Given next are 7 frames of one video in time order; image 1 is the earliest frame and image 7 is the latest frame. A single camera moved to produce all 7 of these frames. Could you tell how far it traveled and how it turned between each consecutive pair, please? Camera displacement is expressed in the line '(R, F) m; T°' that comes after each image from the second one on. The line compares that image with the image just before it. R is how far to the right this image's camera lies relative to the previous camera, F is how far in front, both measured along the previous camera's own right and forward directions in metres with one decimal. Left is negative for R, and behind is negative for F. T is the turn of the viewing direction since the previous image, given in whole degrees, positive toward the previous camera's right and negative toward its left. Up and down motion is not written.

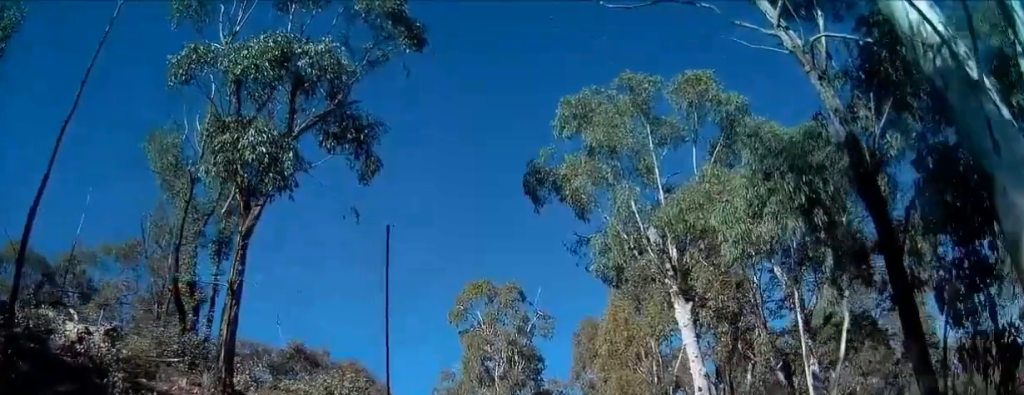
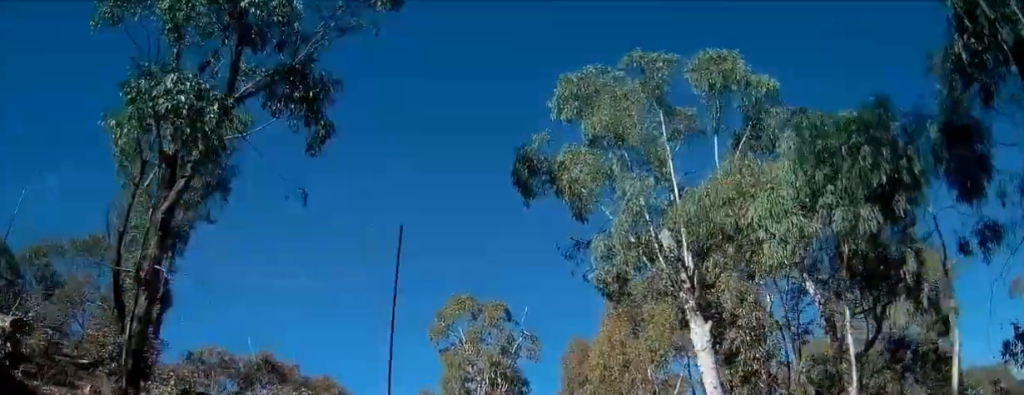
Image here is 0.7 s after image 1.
(+0.1, +2.4) m; 0°
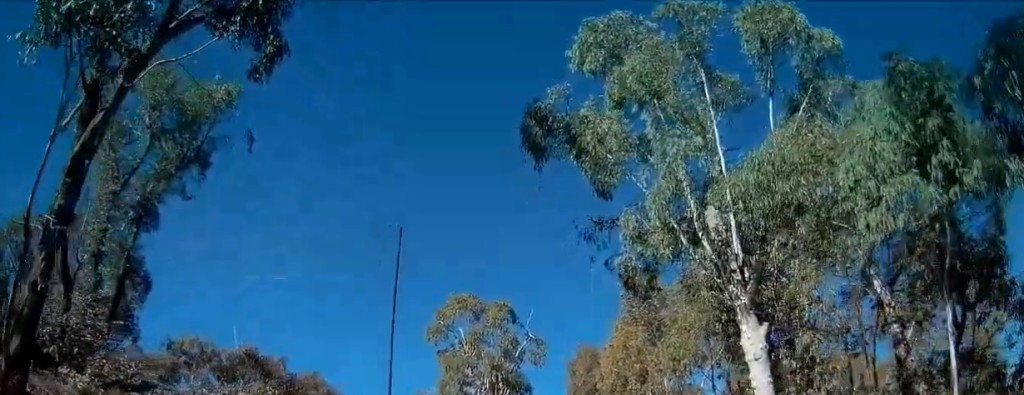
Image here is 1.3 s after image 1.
(-0.1, +2.4) m; -1°
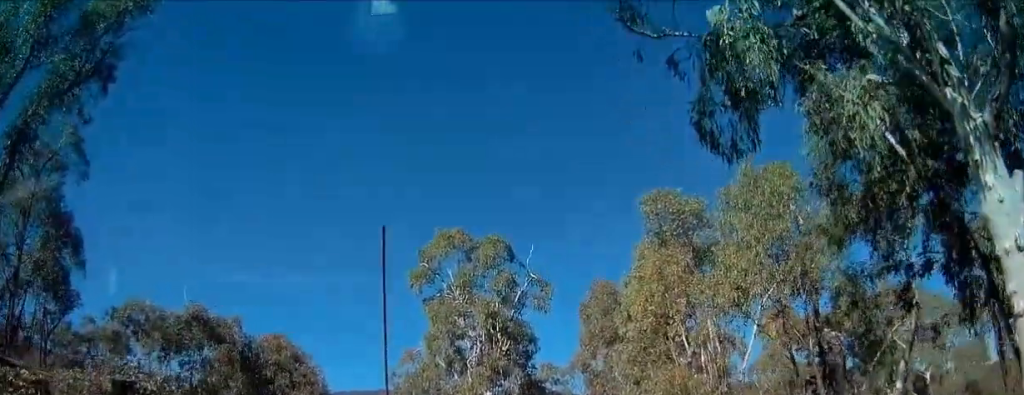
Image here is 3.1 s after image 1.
(0.0, +5.9) m; -1°
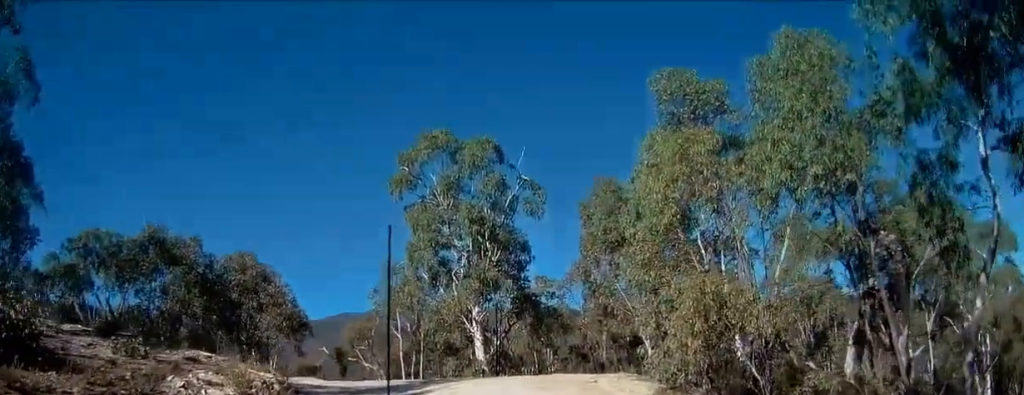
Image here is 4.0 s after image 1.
(0.0, +3.2) m; -1°
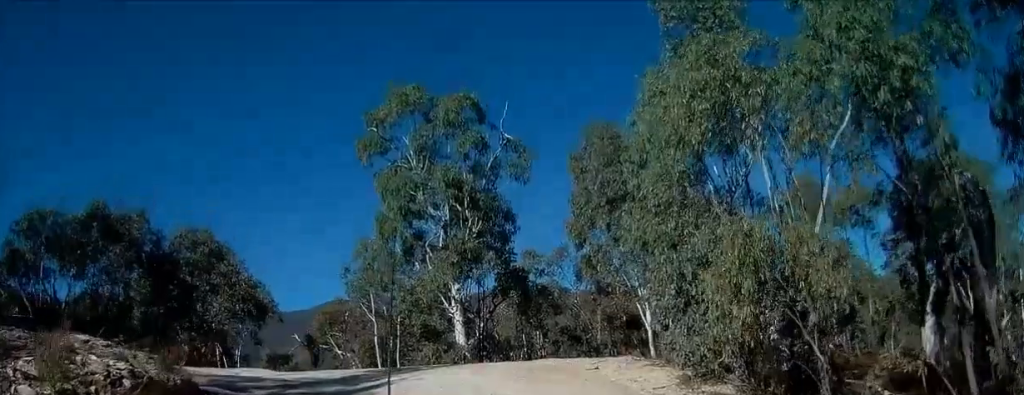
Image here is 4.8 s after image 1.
(0.0, +2.9) m; -3°
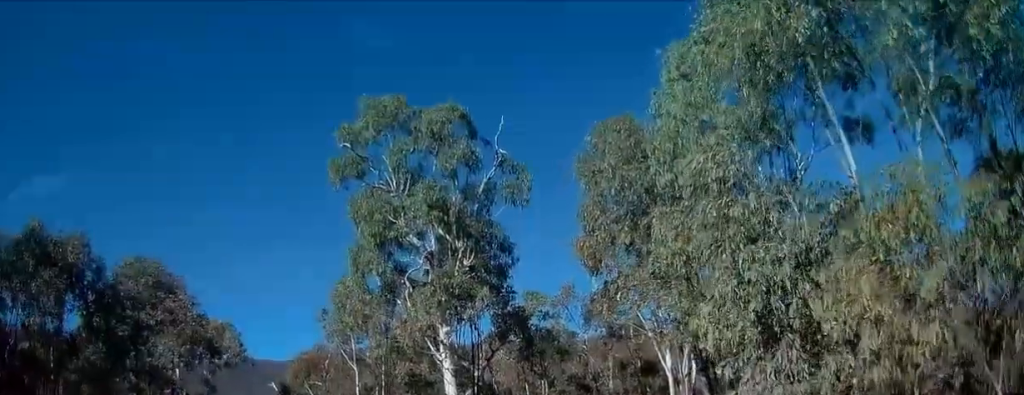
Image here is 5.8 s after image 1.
(-0.1, +3.4) m; -7°
